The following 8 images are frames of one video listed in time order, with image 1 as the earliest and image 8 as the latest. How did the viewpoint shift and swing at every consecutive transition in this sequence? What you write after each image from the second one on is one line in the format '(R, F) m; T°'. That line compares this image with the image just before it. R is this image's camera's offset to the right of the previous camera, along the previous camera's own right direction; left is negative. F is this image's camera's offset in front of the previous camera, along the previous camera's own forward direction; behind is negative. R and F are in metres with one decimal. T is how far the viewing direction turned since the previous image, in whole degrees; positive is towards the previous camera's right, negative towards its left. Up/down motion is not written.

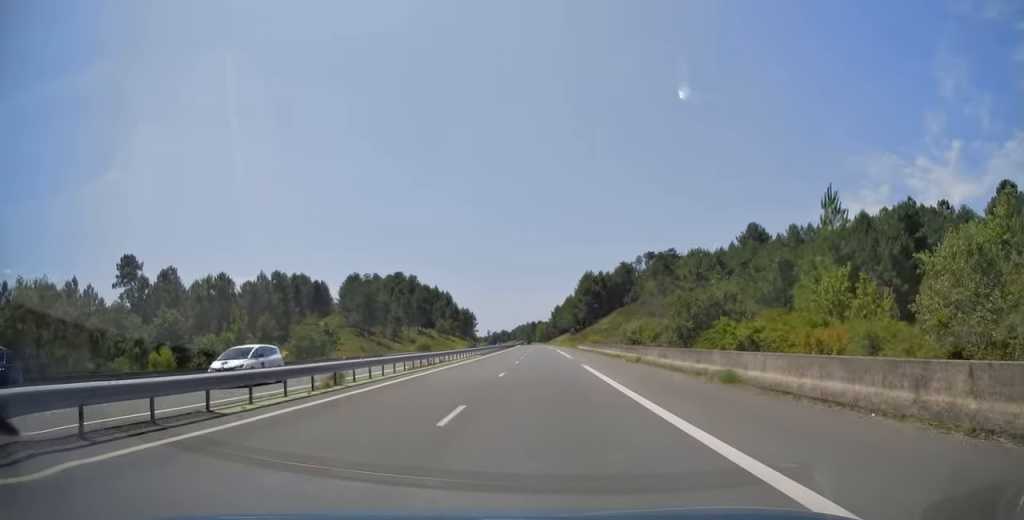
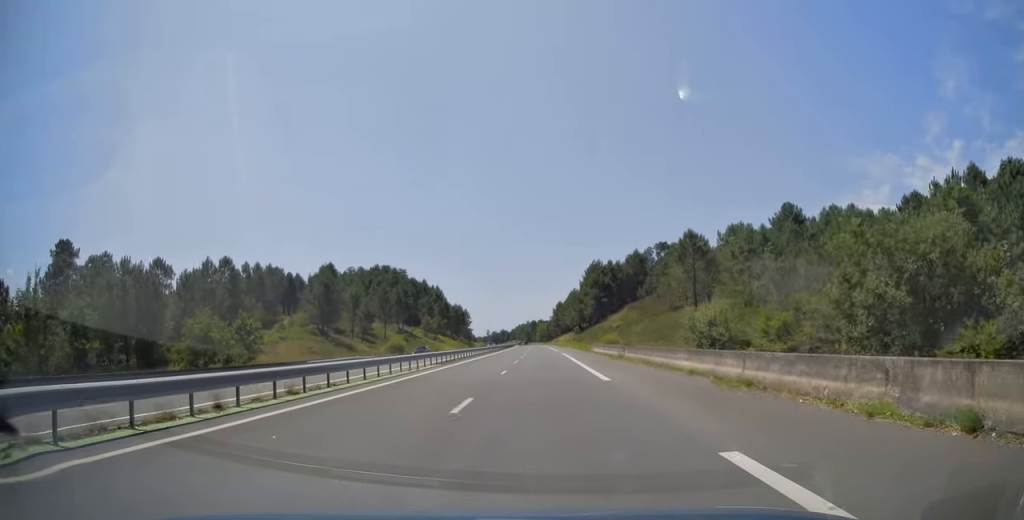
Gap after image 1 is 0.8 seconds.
(+0.2, +24.6) m; 0°
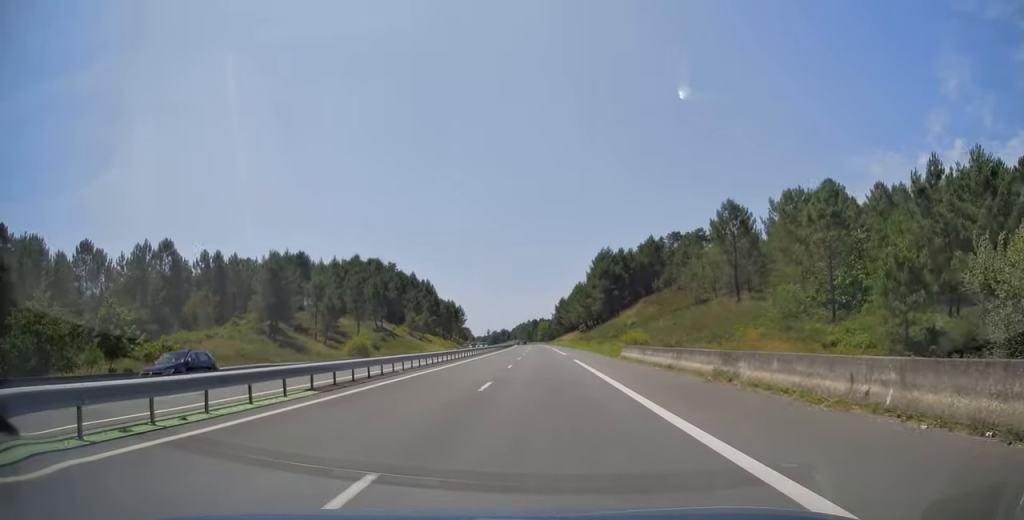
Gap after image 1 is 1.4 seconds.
(0.0, +21.4) m; 0°
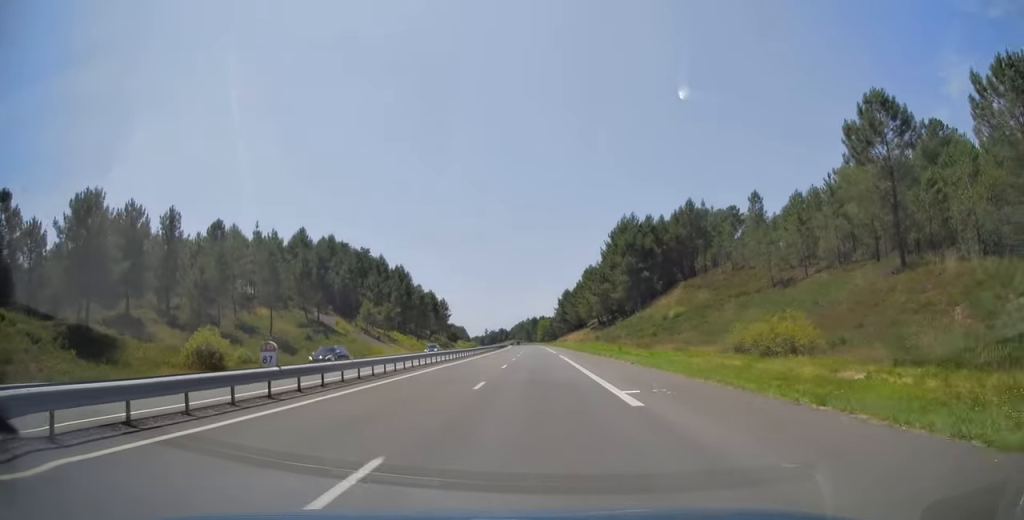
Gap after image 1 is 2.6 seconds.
(-0.1, +38.5) m; -1°
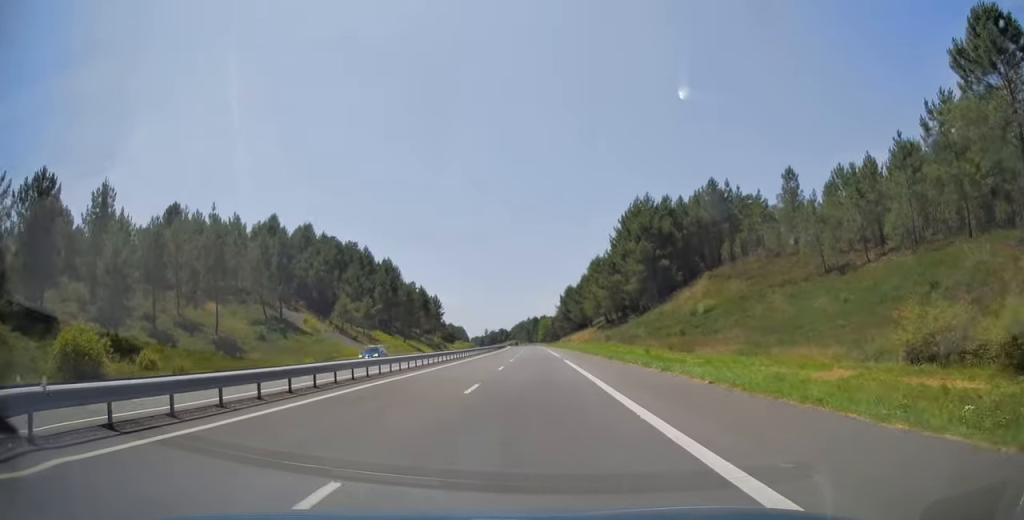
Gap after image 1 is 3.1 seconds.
(0.0, +14.4) m; 0°
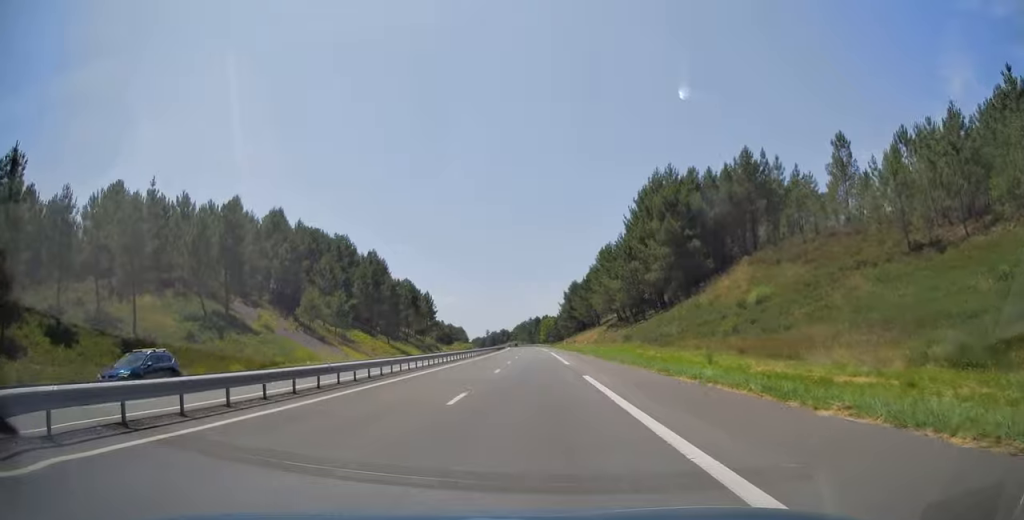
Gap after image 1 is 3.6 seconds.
(-0.1, +15.6) m; 0°
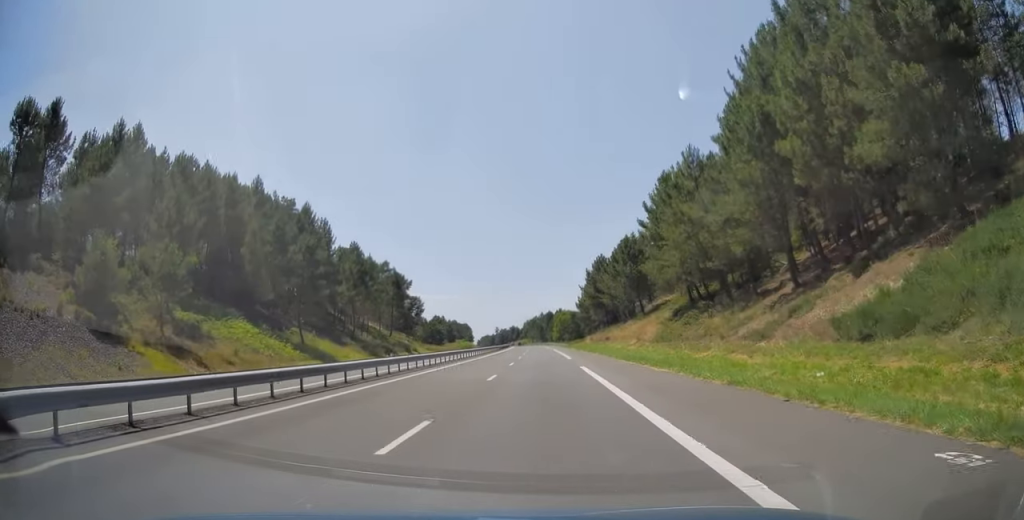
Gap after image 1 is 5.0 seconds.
(-0.3, +46.1) m; -1°
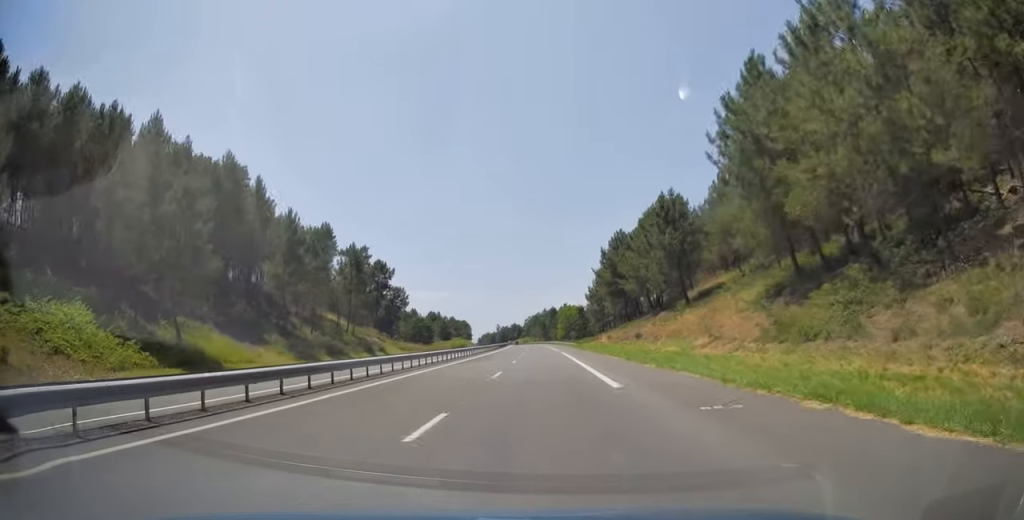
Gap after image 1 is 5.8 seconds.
(0.0, +25.7) m; 0°
